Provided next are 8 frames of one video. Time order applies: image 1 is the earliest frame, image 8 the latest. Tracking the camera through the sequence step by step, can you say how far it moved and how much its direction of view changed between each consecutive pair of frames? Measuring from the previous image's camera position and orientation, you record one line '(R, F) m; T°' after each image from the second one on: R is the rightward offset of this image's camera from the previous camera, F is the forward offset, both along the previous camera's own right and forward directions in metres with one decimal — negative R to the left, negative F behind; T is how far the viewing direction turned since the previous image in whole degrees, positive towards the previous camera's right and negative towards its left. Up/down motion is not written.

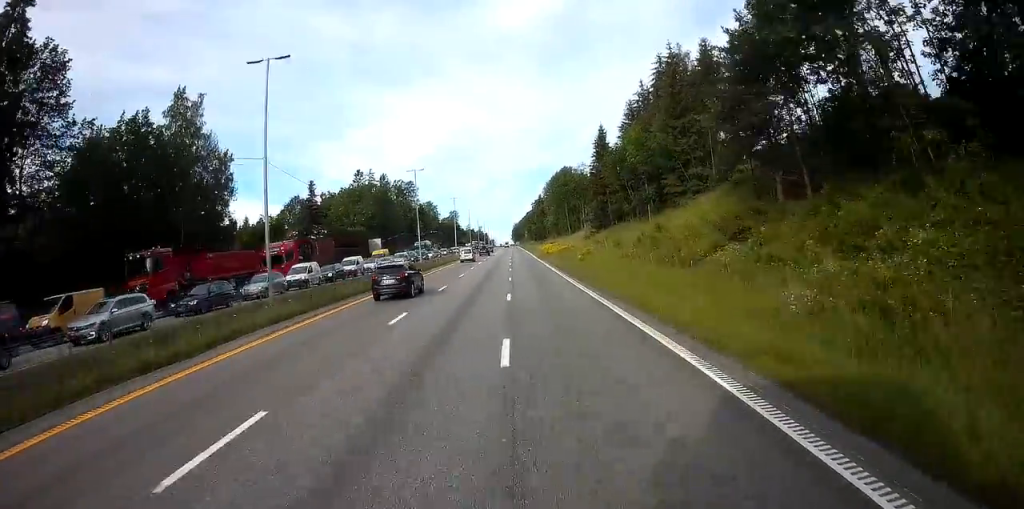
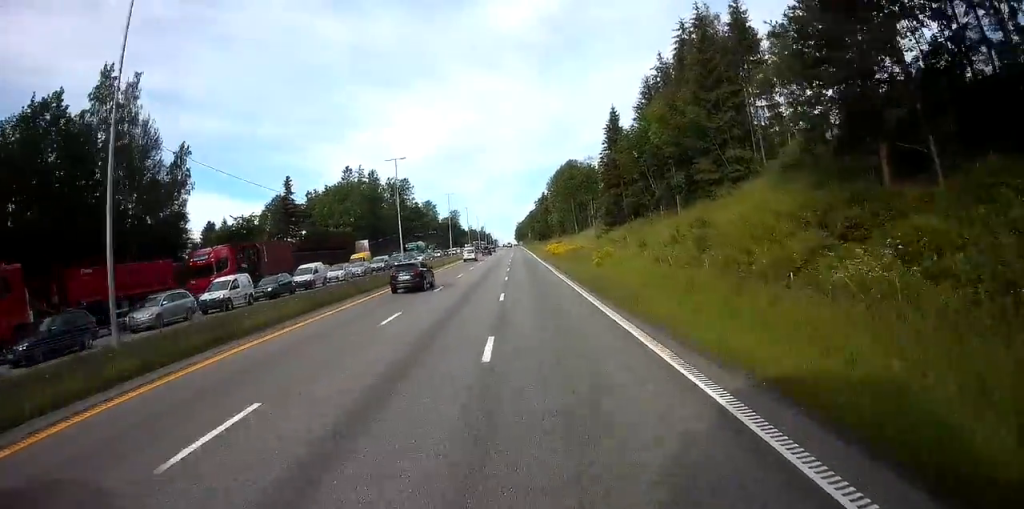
(0.0, +11.3) m; 0°
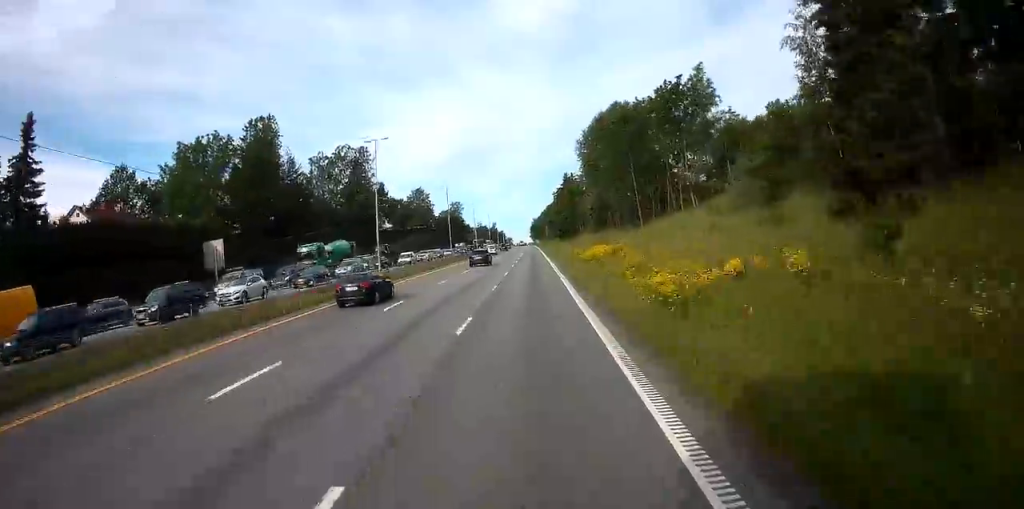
(-0.5, +55.9) m; -1°
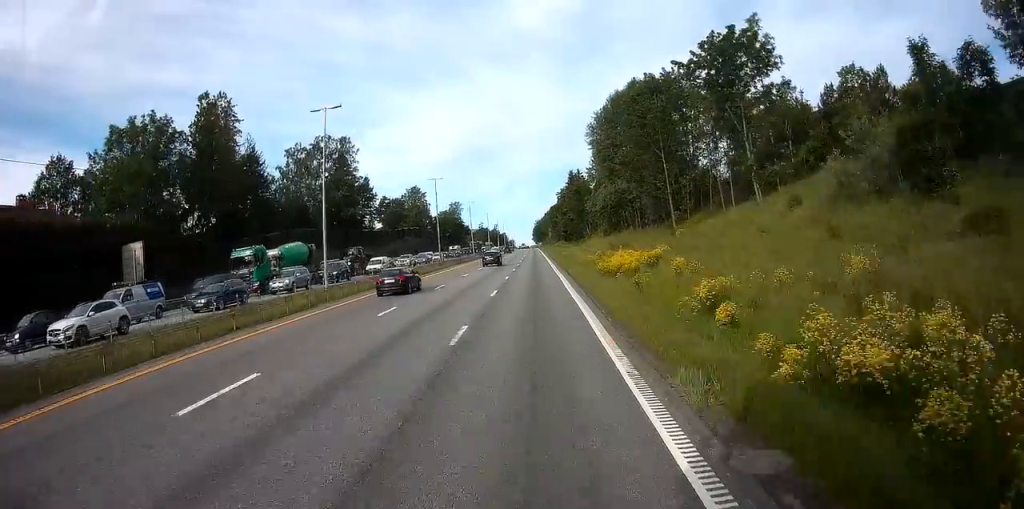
(+0.1, +12.8) m; 0°
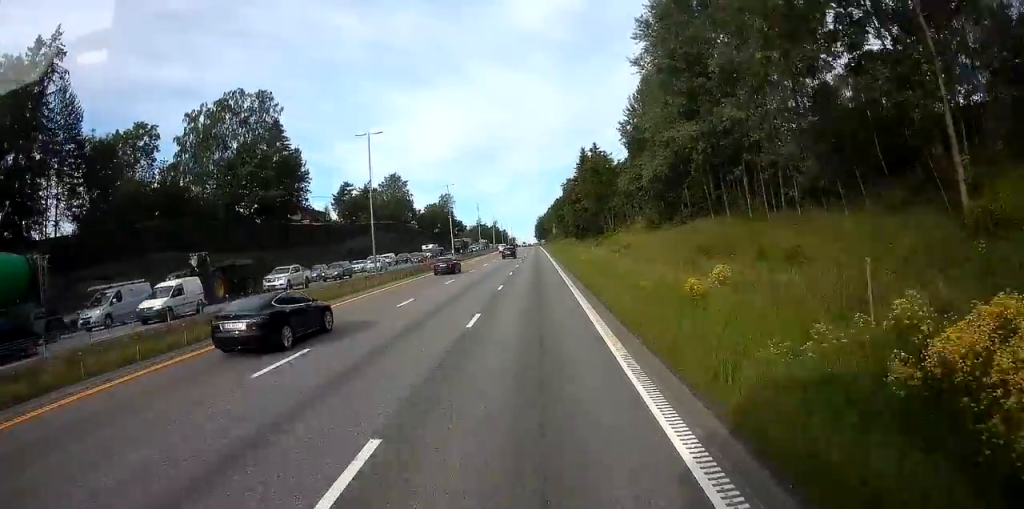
(0.0, +32.7) m; 0°
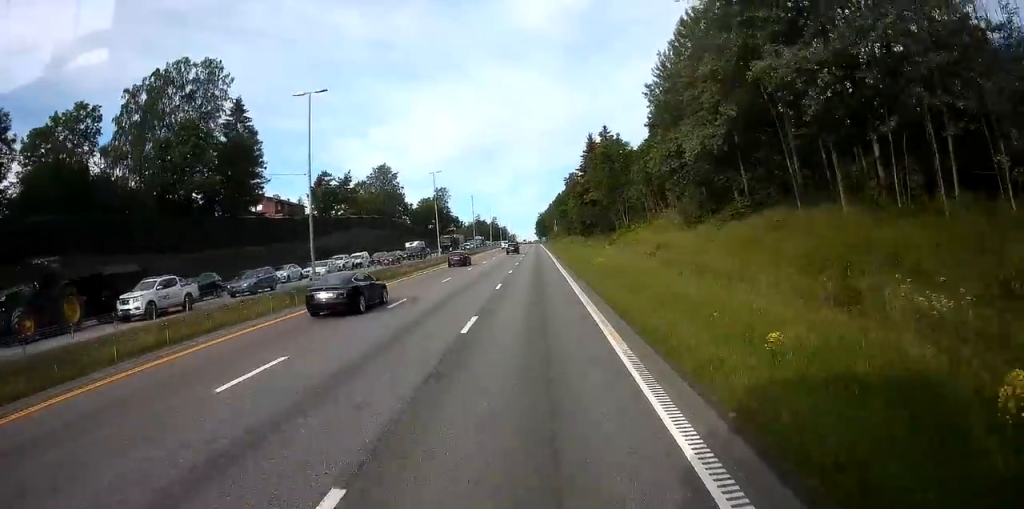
(-0.1, +13.3) m; 0°
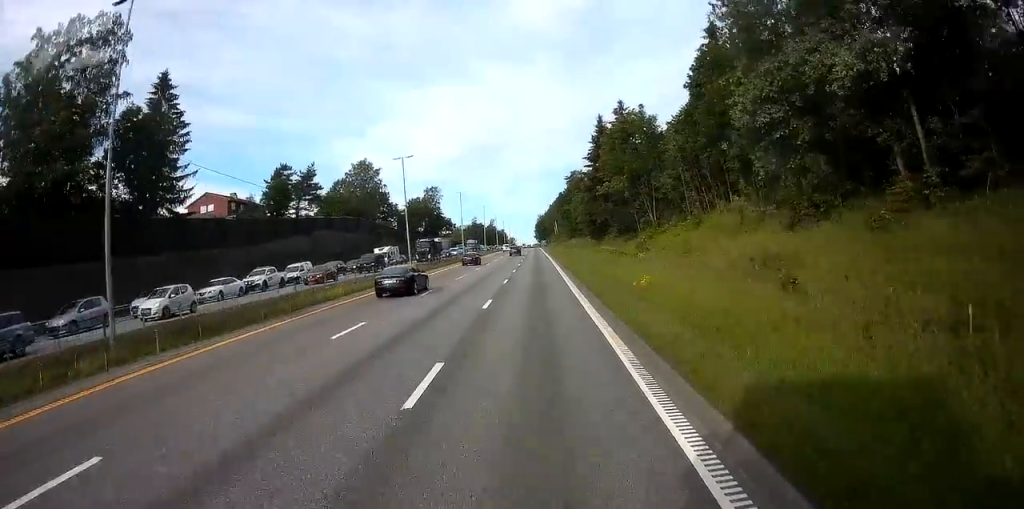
(-0.1, +17.8) m; 0°
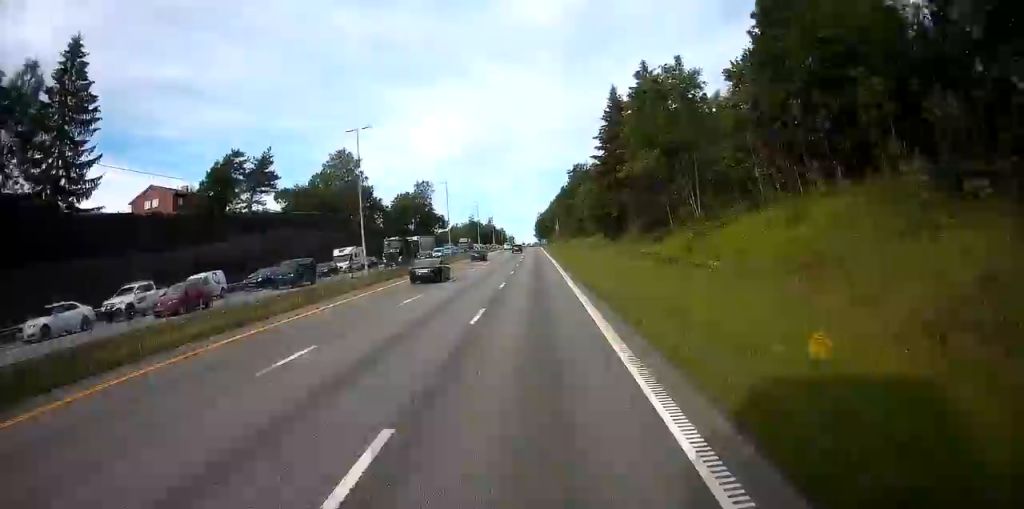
(+0.2, +15.7) m; 0°
